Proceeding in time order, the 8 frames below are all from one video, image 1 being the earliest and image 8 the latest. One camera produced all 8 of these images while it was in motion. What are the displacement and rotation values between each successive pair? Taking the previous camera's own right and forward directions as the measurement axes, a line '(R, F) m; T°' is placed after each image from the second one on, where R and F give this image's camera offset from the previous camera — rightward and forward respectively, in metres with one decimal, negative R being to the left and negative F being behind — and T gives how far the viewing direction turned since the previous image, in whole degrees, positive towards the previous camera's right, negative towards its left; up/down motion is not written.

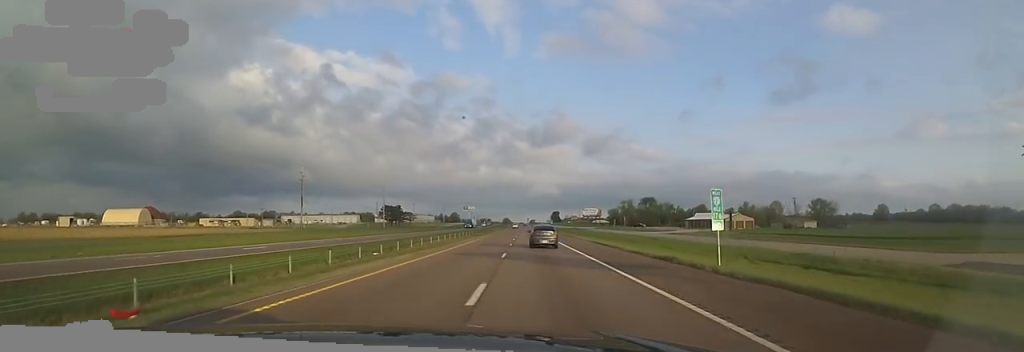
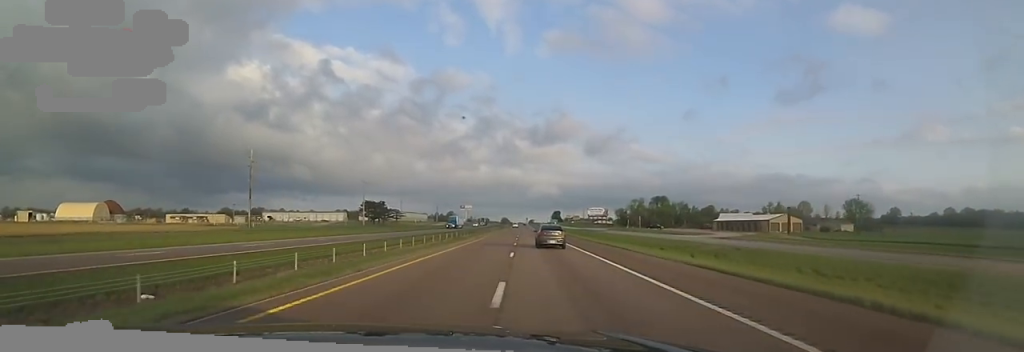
(+0.3, +24.3) m; 0°
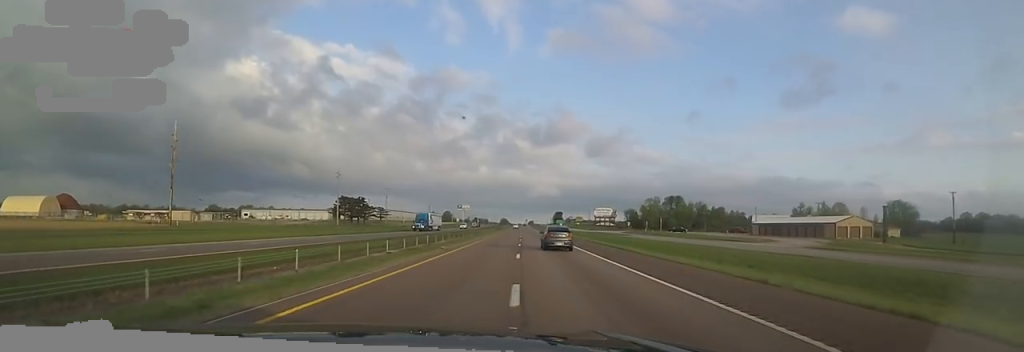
(+0.1, +24.7) m; +1°
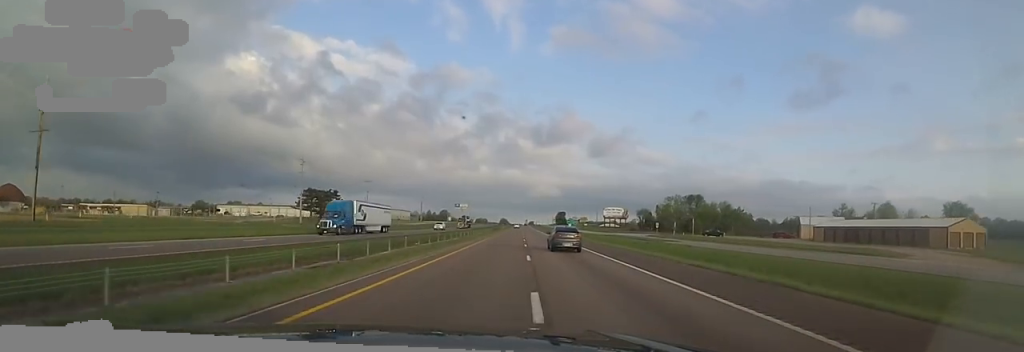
(-0.2, +26.2) m; +1°
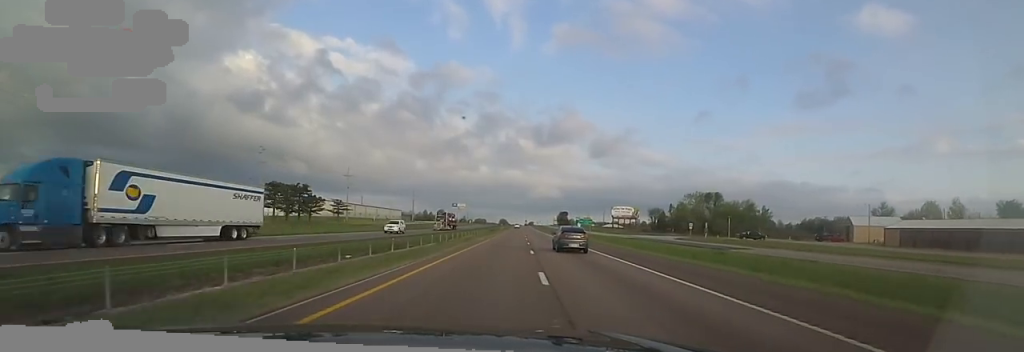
(+0.6, +20.5) m; 0°
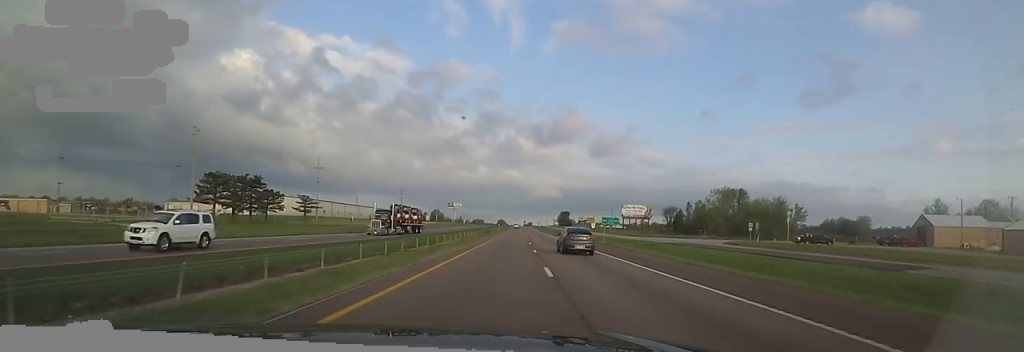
(-0.1, +22.6) m; 0°
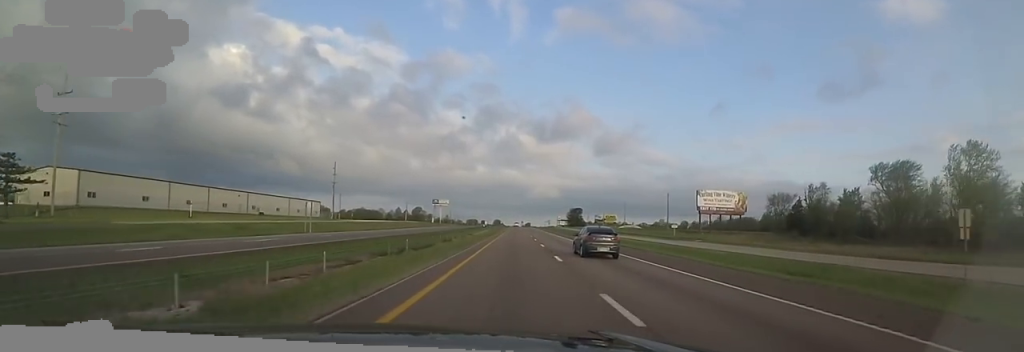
(+0.2, +80.5) m; -1°
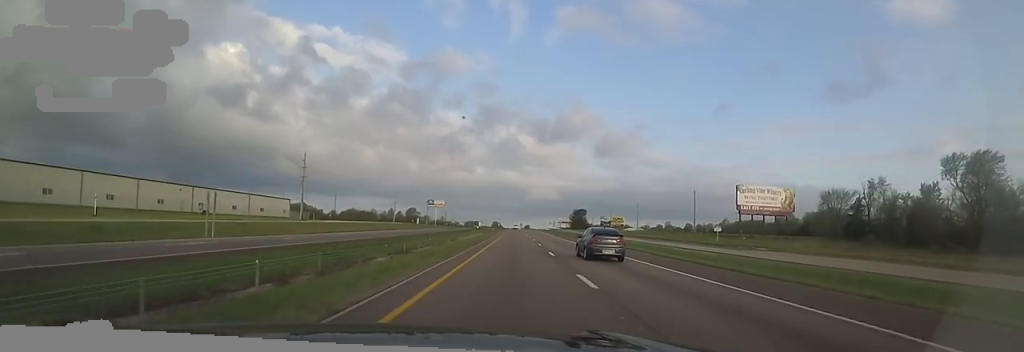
(-0.3, +20.2) m; -1°
